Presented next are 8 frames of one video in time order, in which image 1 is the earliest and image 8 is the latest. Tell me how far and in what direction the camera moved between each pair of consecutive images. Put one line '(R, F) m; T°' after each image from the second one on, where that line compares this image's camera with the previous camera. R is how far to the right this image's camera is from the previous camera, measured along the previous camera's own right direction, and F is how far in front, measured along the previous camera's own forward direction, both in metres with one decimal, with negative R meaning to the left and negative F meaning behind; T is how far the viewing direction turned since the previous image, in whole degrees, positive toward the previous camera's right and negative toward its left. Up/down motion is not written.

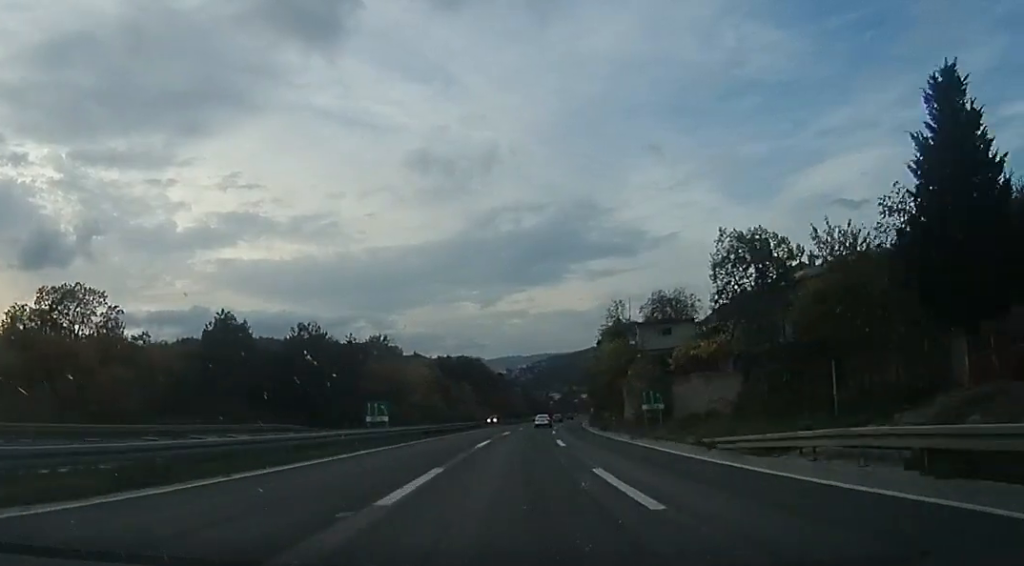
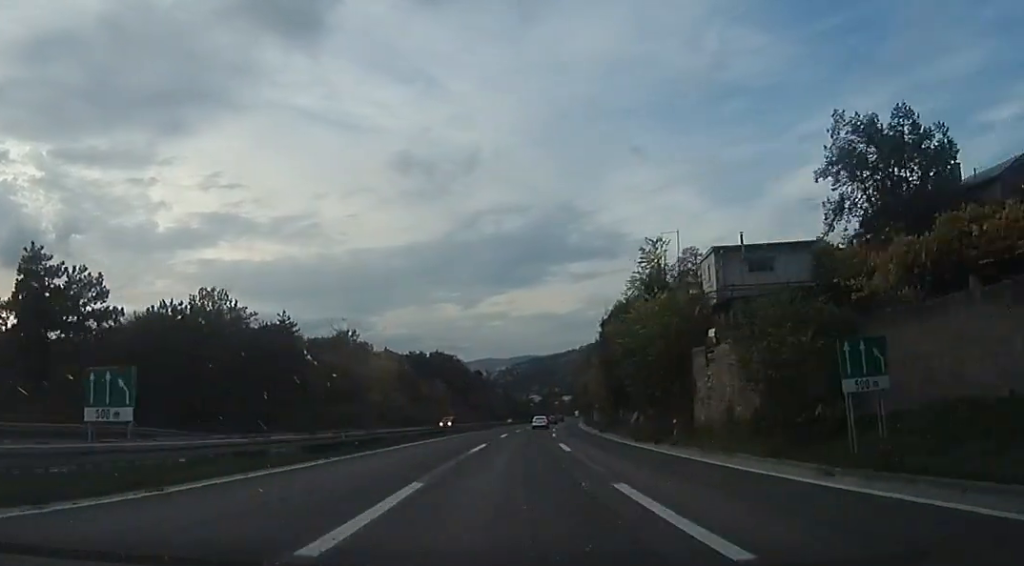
(+0.3, +21.2) m; +1°
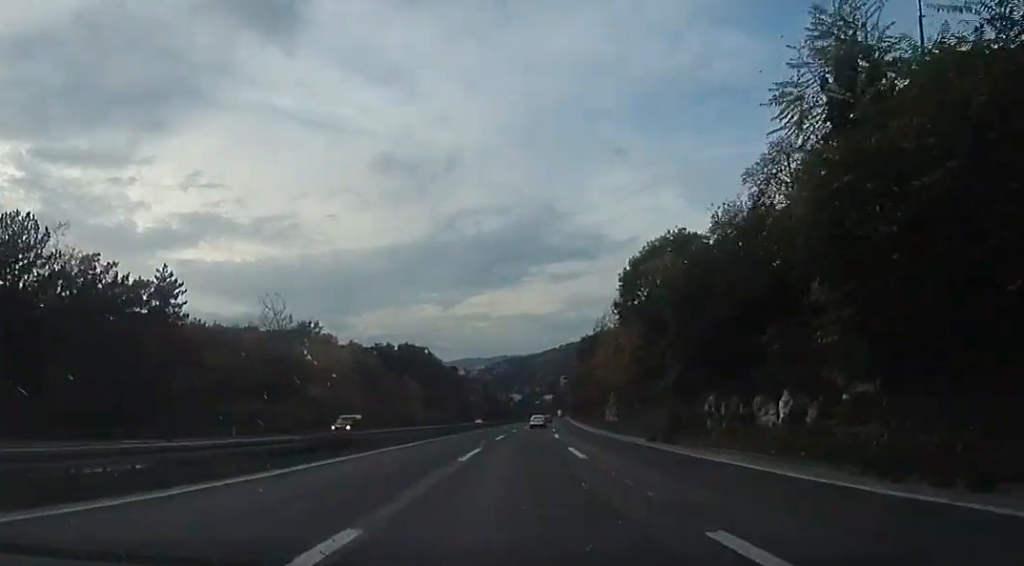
(+0.3, +23.4) m; +1°
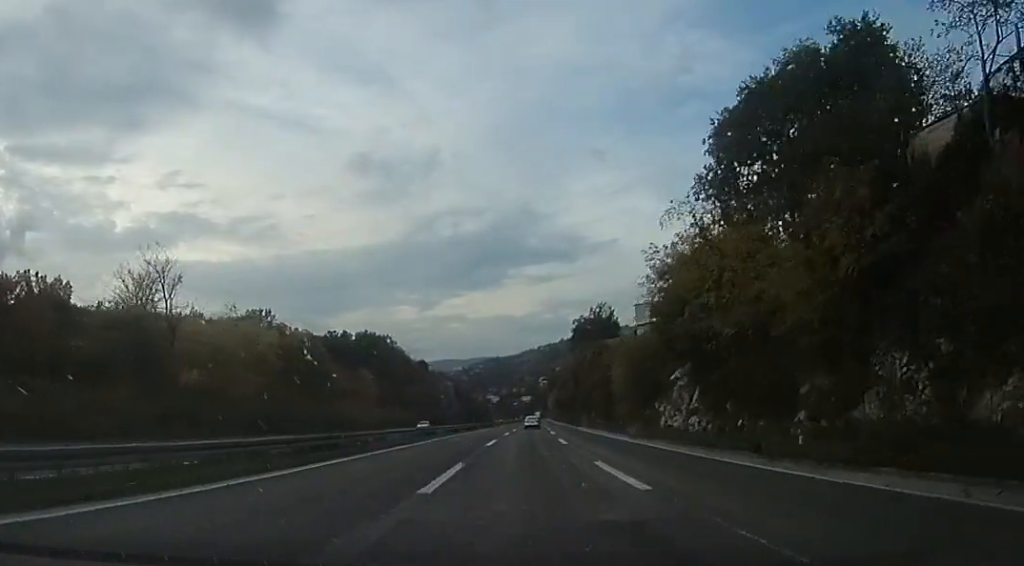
(-0.1, +26.0) m; +3°
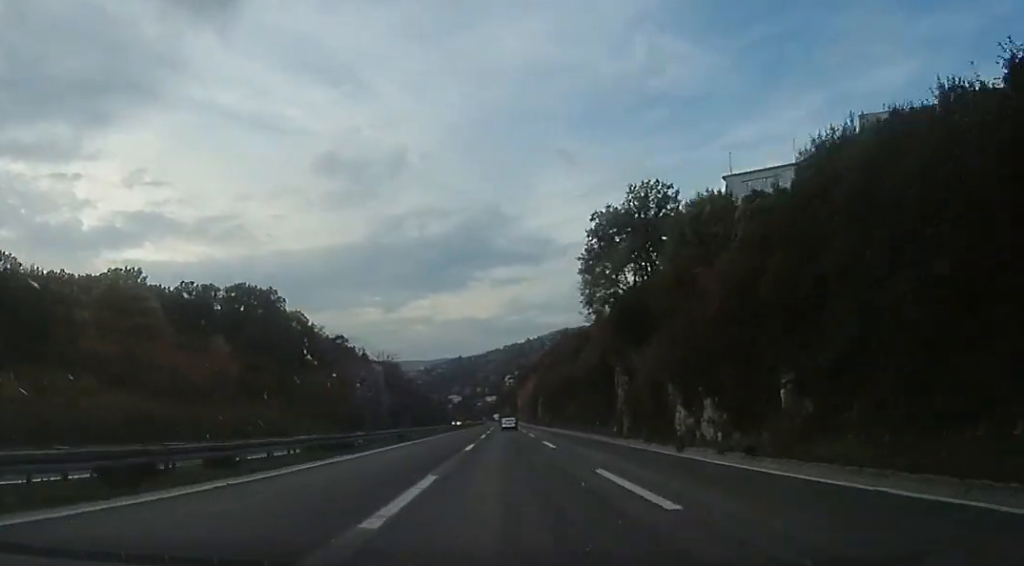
(+2.4, +56.9) m; +2°
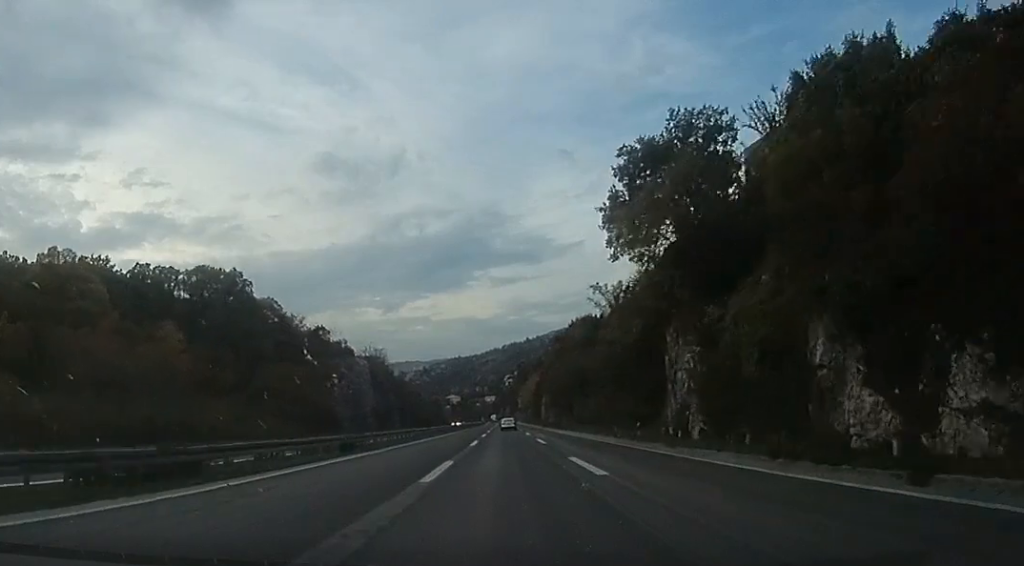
(0.0, +12.9) m; 0°
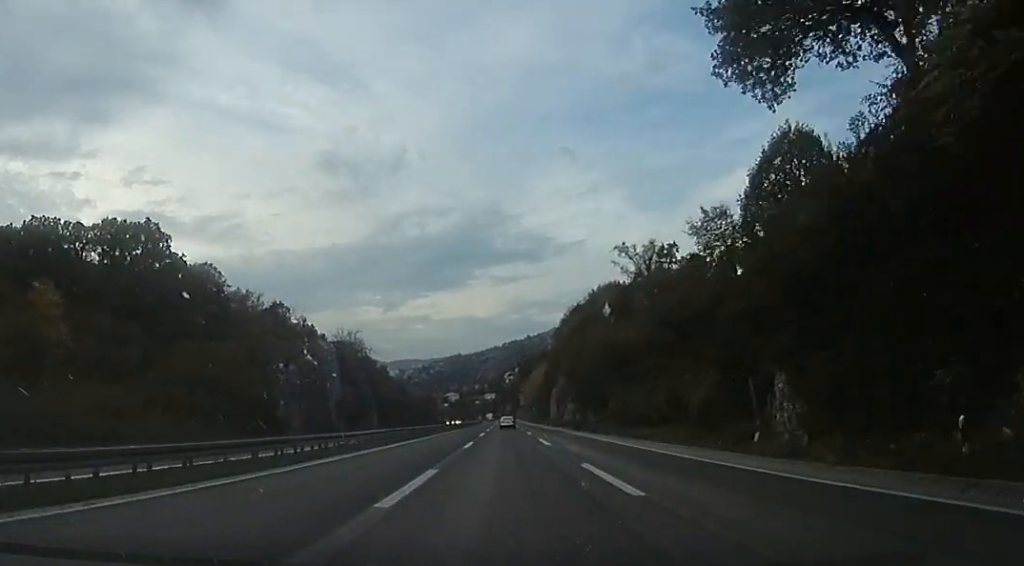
(0.0, +21.9) m; +1°
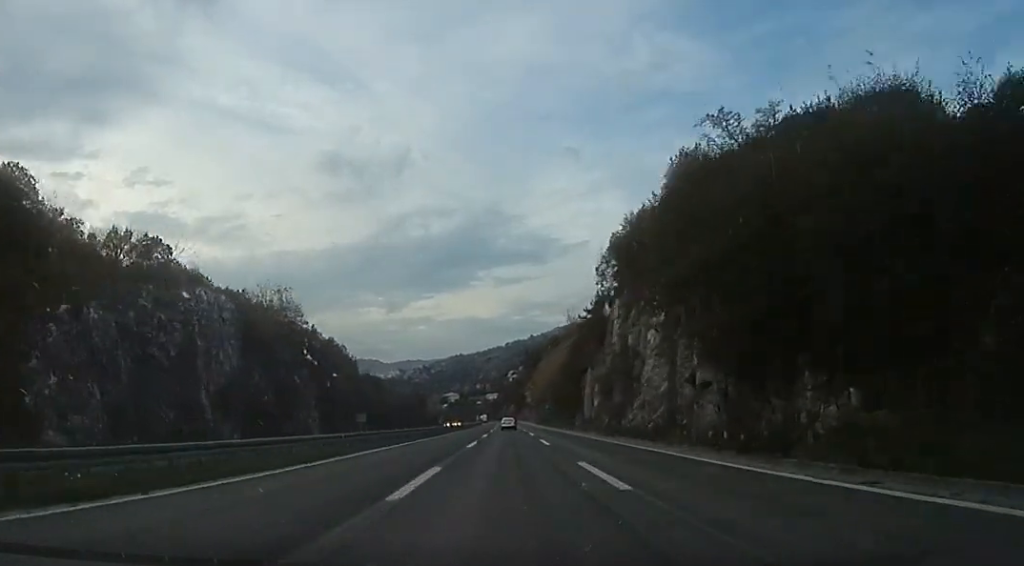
(+0.3, +35.6) m; 0°
